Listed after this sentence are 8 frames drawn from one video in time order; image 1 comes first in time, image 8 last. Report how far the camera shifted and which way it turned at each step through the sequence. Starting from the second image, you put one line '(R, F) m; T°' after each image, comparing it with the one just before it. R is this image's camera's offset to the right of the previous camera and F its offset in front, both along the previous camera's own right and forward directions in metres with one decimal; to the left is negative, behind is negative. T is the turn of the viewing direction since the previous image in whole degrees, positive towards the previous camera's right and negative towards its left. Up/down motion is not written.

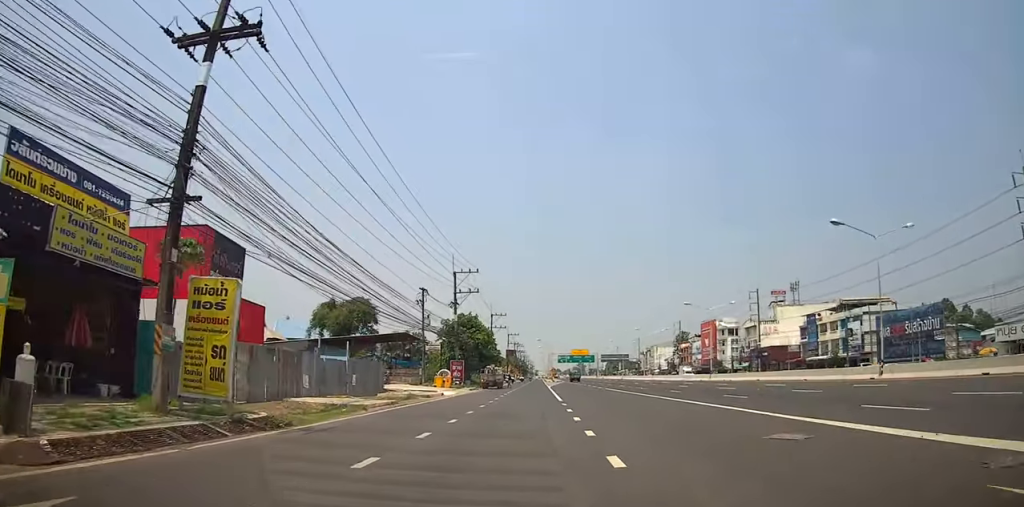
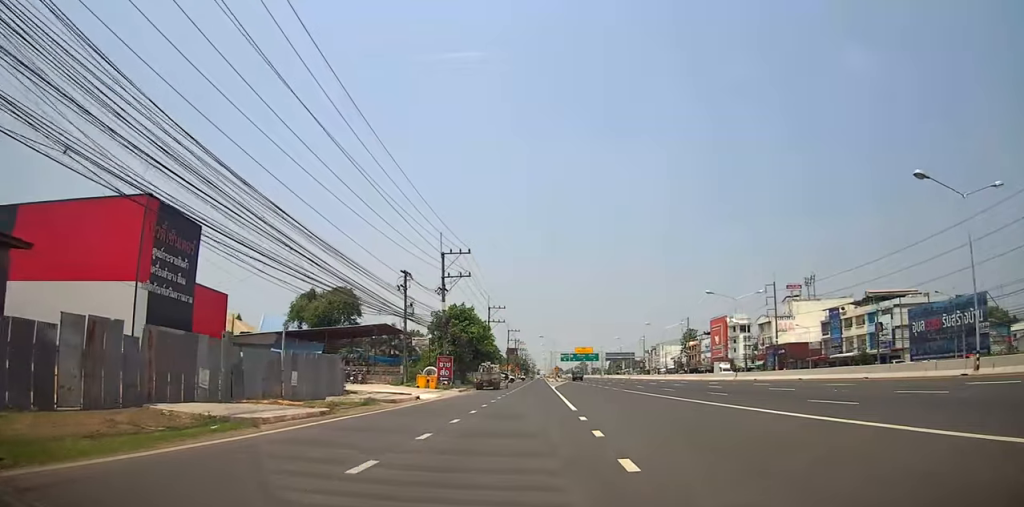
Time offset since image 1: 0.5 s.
(0.0, +8.6) m; -1°
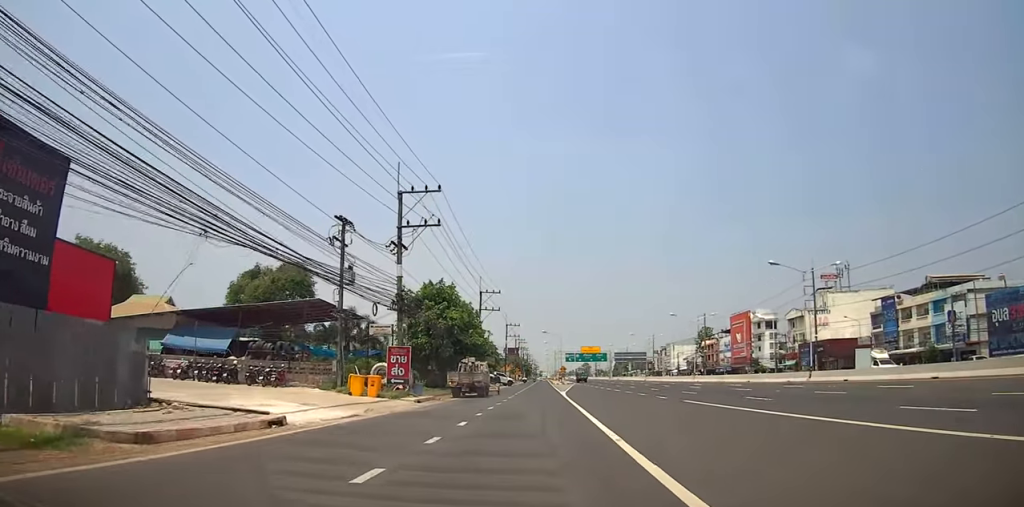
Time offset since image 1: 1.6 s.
(-0.3, +16.9) m; -1°
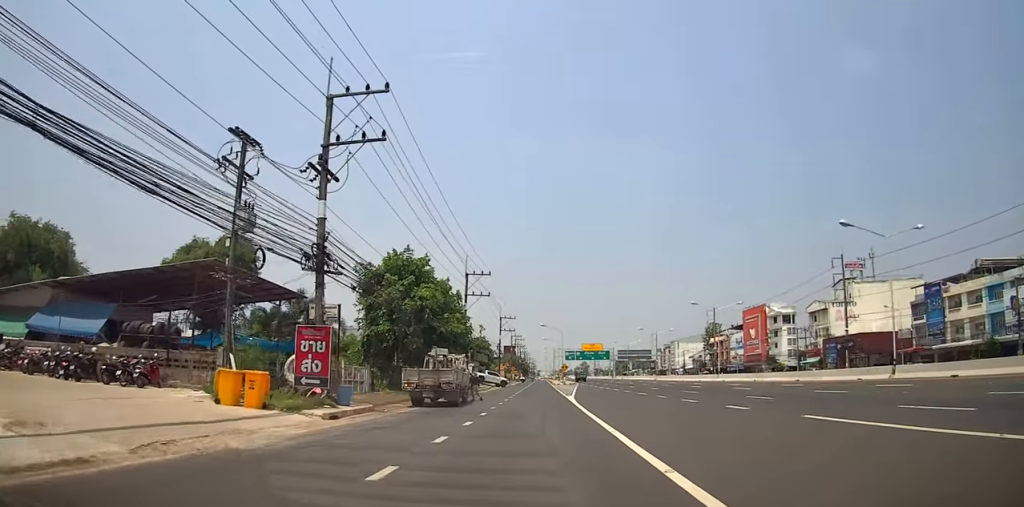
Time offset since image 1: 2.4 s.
(-0.3, +11.9) m; +2°
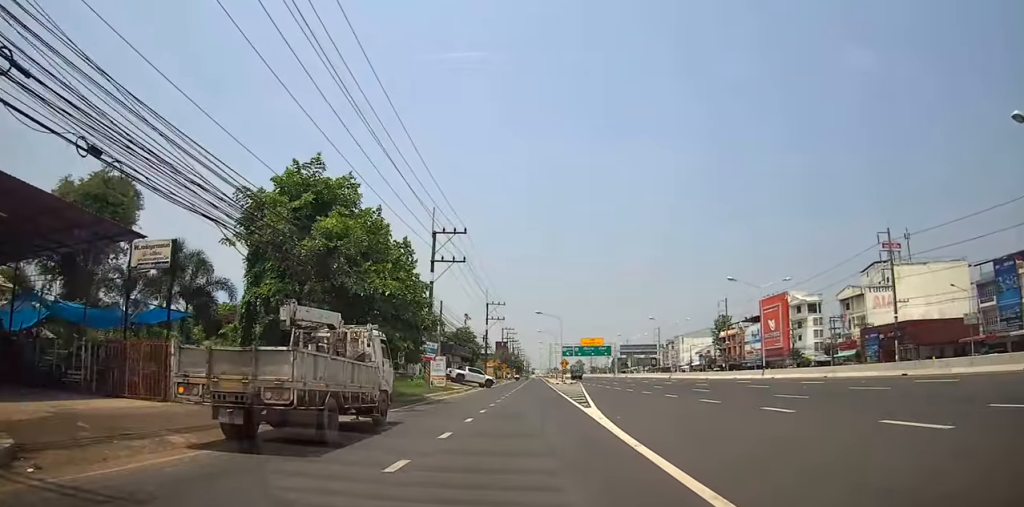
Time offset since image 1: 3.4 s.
(+1.0, +15.8) m; -1°
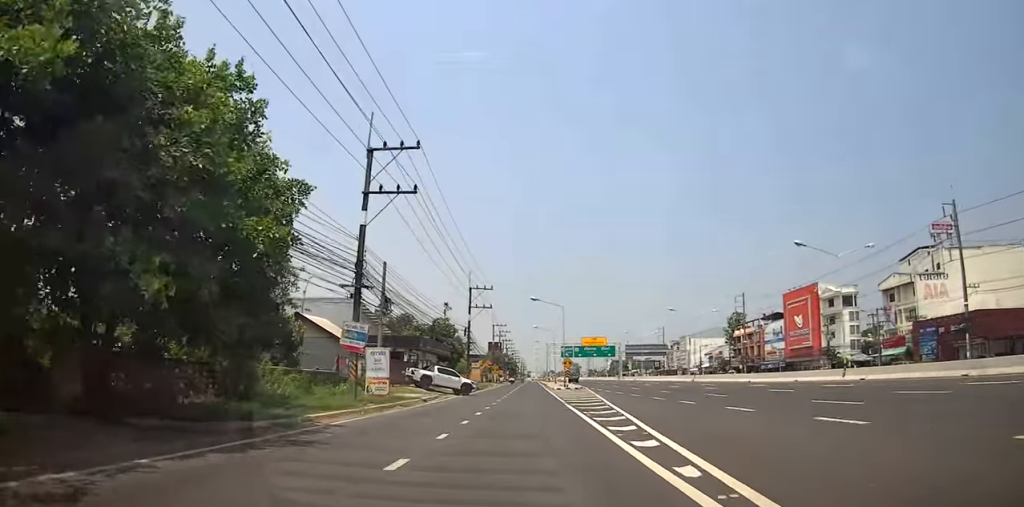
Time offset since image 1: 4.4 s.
(-1.1, +16.0) m; -2°
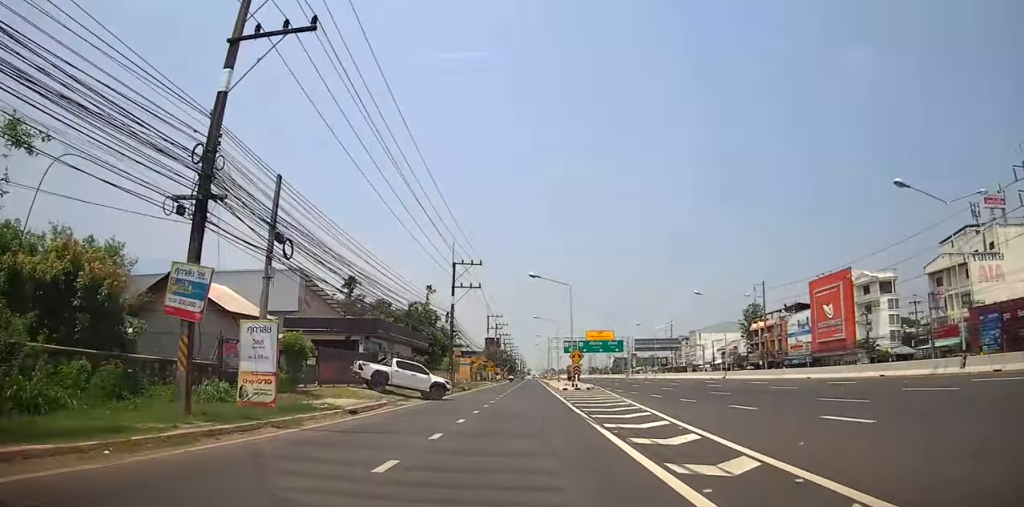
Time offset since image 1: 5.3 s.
(+0.5, +12.7) m; +2°
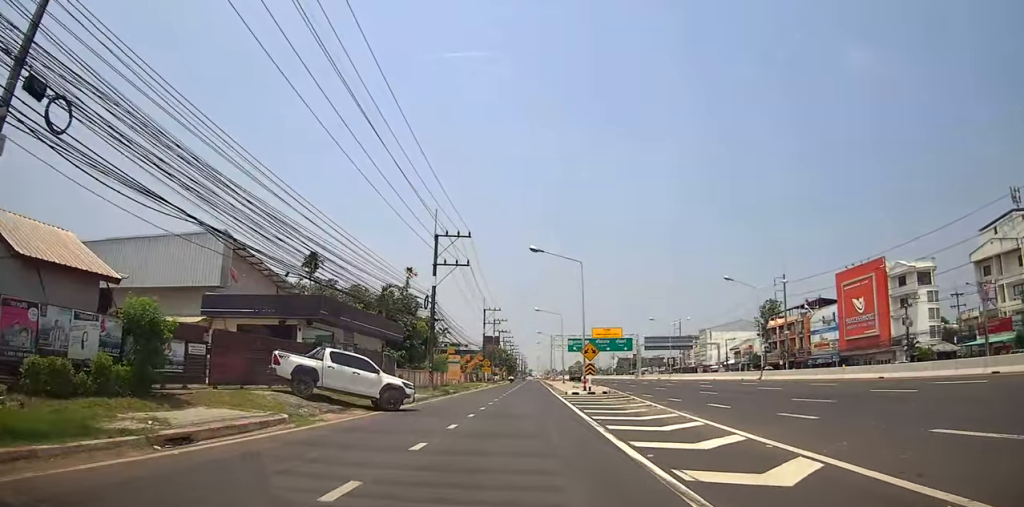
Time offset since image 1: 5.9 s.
(0.0, +10.1) m; 0°
